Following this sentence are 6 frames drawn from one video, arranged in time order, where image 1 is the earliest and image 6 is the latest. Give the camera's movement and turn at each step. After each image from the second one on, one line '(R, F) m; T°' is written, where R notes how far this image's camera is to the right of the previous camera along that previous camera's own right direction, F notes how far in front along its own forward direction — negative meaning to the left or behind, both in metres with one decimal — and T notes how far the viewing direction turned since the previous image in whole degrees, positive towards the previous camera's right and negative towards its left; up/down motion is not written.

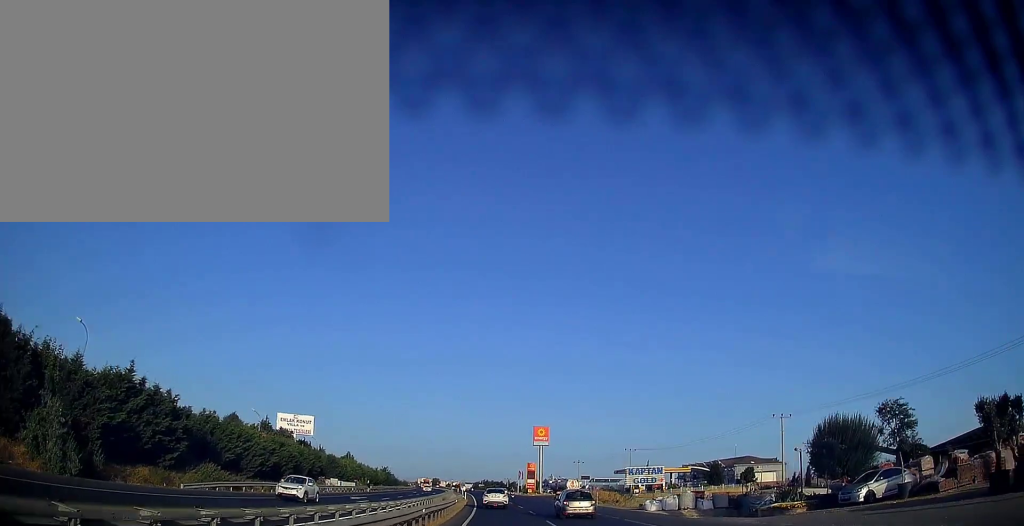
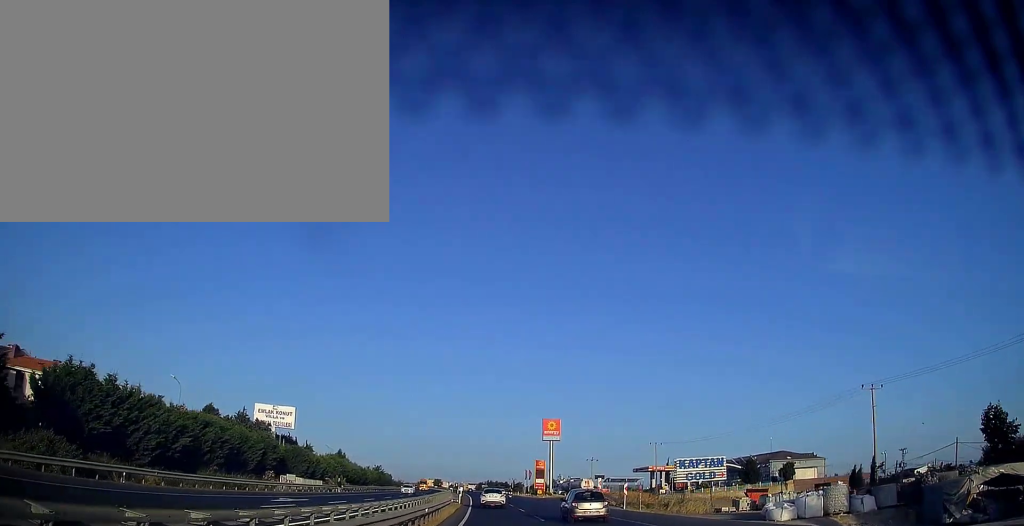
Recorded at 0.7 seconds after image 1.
(-0.1, +18.8) m; -1°
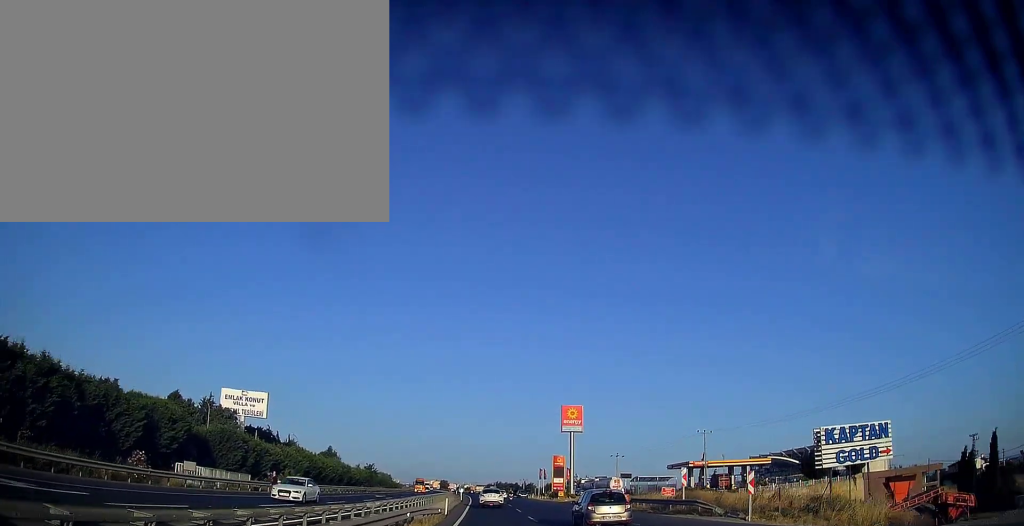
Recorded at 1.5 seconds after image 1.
(0.0, +23.5) m; -1°
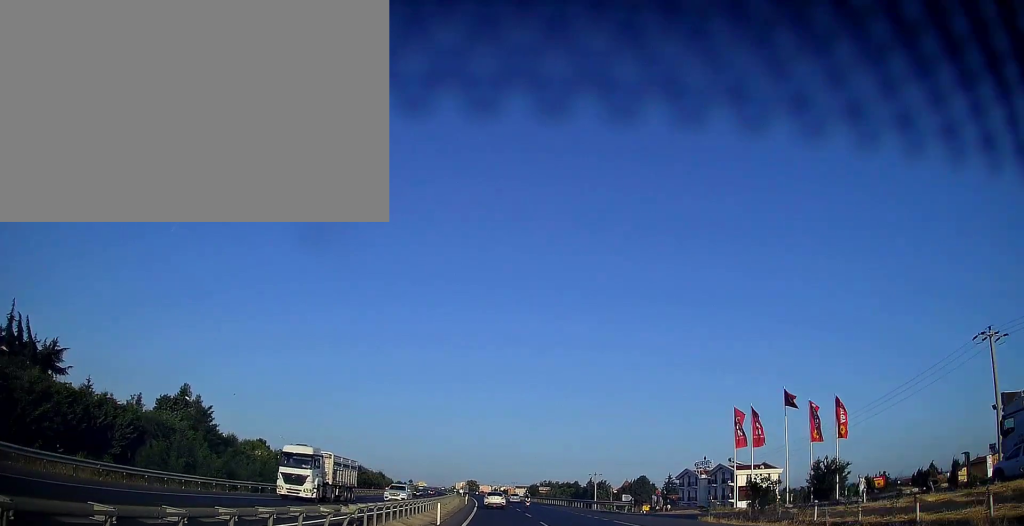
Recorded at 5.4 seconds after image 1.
(-4.4, +109.6) m; -4°
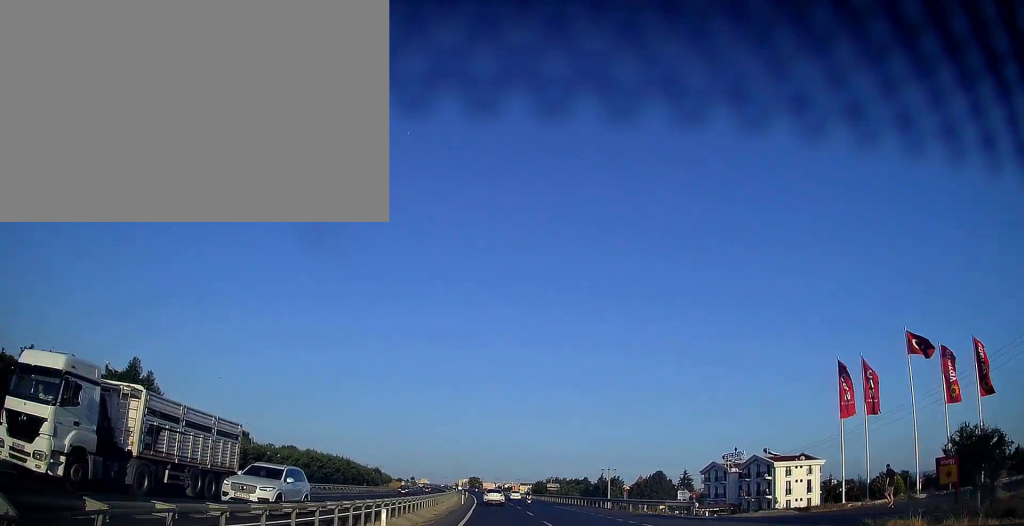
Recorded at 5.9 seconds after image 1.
(-0.1, +14.3) m; 0°
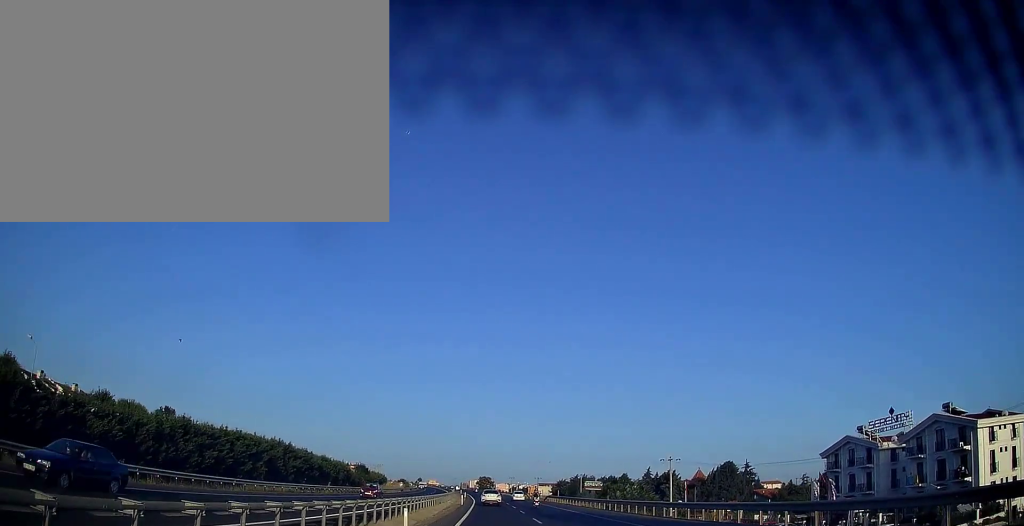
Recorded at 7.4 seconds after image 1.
(-0.3, +42.9) m; -1°
